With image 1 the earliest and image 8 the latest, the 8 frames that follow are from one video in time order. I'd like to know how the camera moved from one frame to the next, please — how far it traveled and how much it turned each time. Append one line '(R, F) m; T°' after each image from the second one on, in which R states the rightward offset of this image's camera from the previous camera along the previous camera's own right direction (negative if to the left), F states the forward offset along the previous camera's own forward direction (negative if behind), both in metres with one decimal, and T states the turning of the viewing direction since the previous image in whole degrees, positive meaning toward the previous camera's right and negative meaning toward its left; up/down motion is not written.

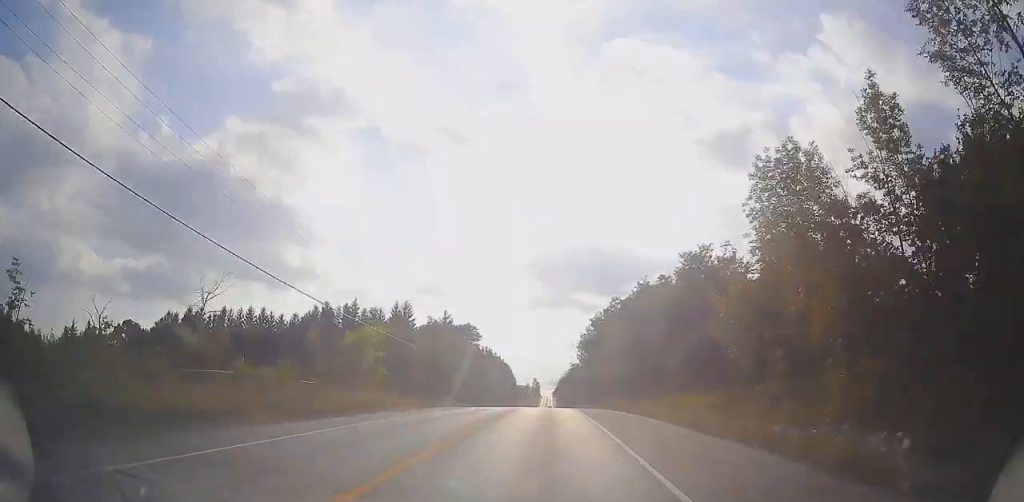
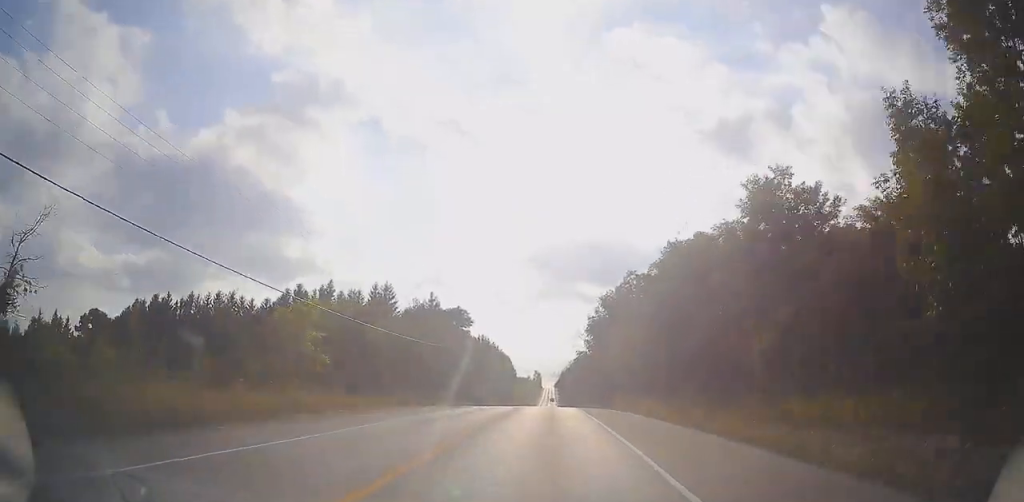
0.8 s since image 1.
(+0.5, +12.8) m; +3°
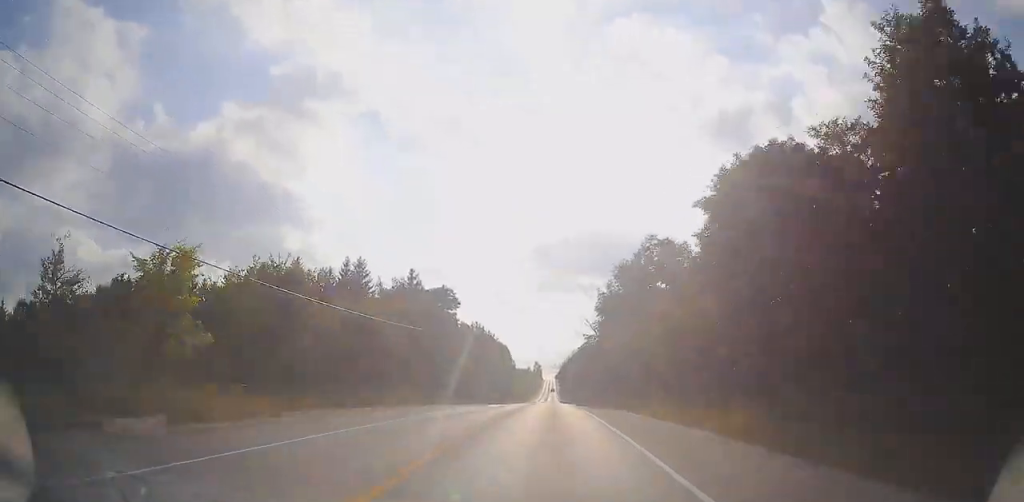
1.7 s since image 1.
(0.0, +12.8) m; +1°
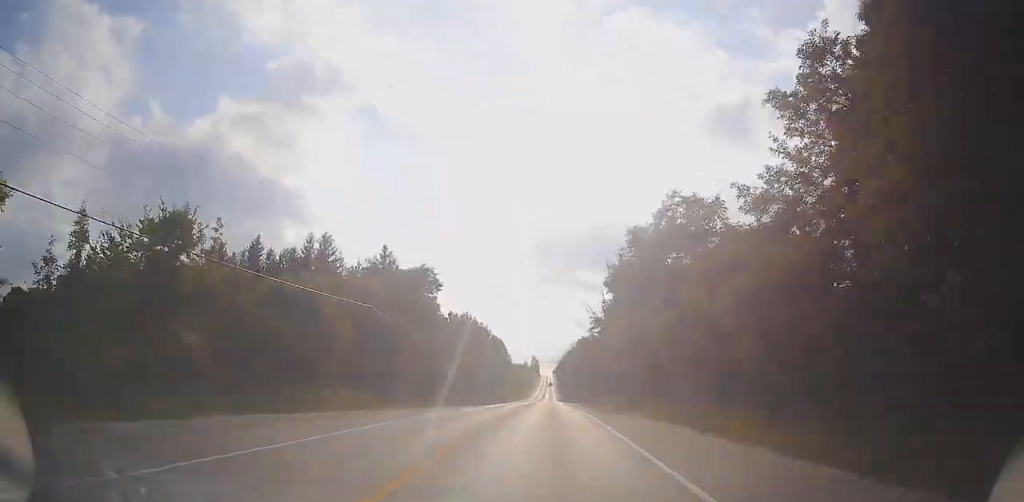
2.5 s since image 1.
(+0.2, +11.4) m; 0°
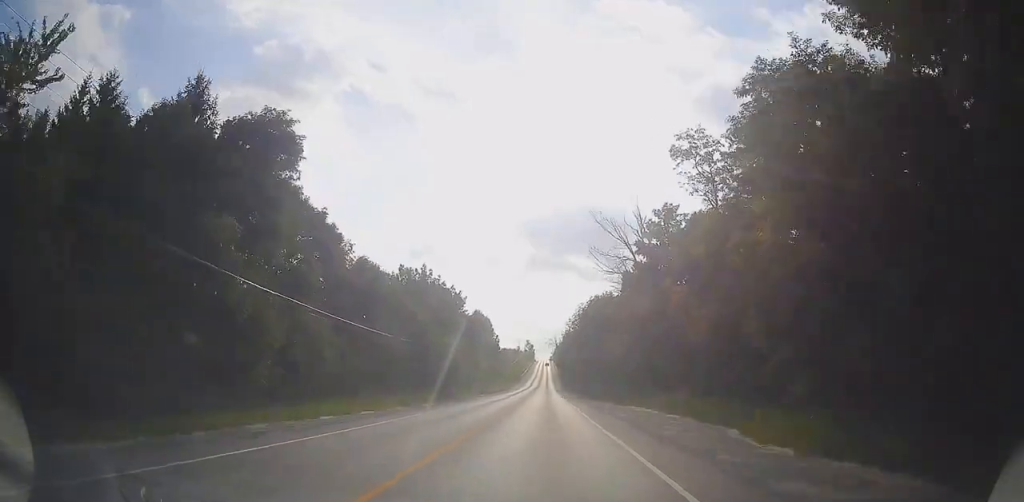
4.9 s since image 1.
(-1.5, +37.9) m; -2°
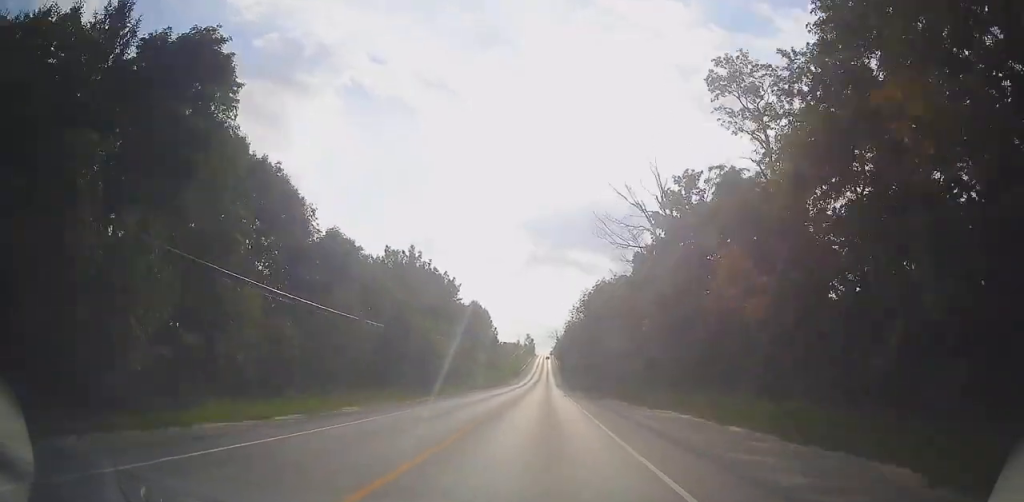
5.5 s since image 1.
(+0.3, +9.0) m; 0°
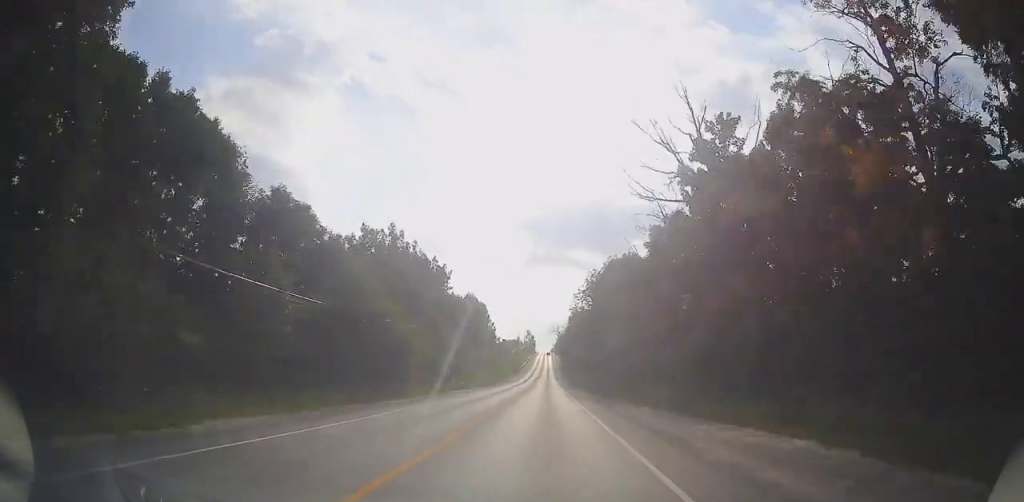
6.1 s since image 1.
(+0.1, +10.3) m; 0°
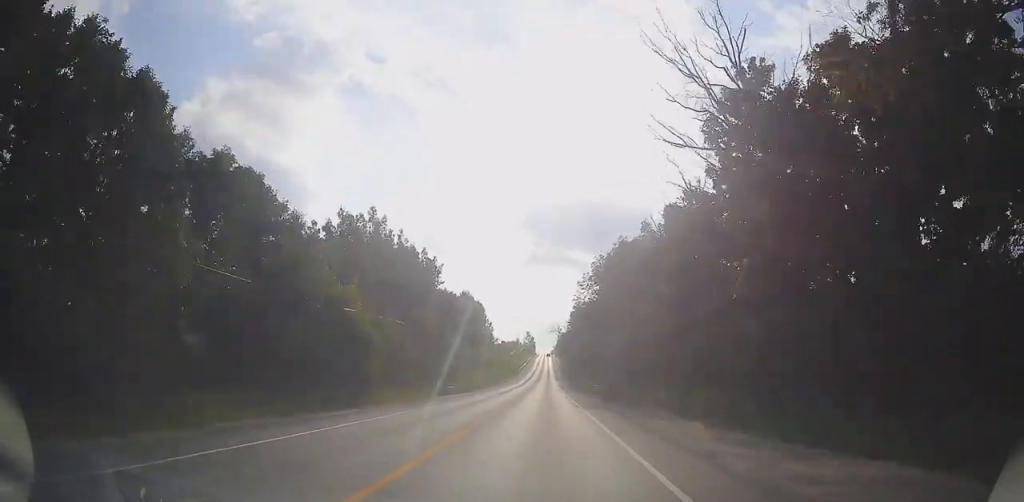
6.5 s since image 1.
(-0.2, +7.6) m; 0°
